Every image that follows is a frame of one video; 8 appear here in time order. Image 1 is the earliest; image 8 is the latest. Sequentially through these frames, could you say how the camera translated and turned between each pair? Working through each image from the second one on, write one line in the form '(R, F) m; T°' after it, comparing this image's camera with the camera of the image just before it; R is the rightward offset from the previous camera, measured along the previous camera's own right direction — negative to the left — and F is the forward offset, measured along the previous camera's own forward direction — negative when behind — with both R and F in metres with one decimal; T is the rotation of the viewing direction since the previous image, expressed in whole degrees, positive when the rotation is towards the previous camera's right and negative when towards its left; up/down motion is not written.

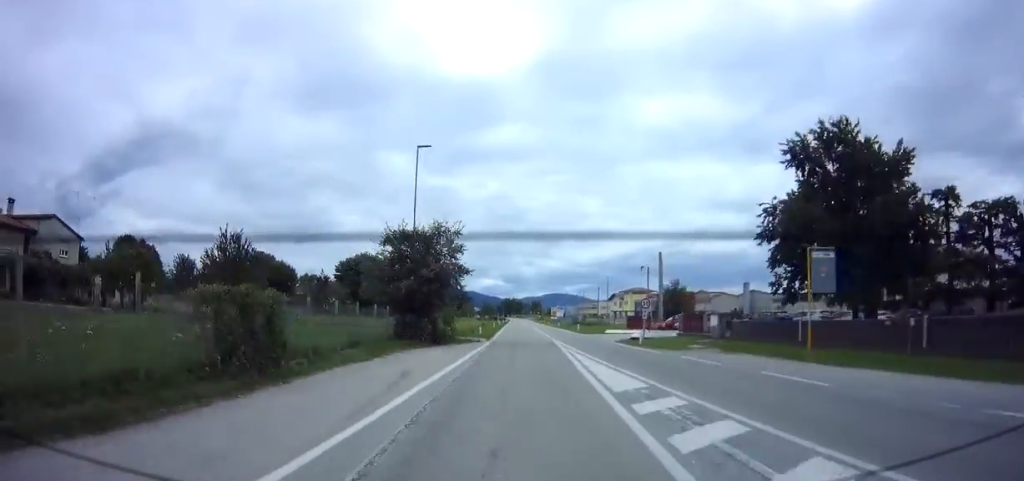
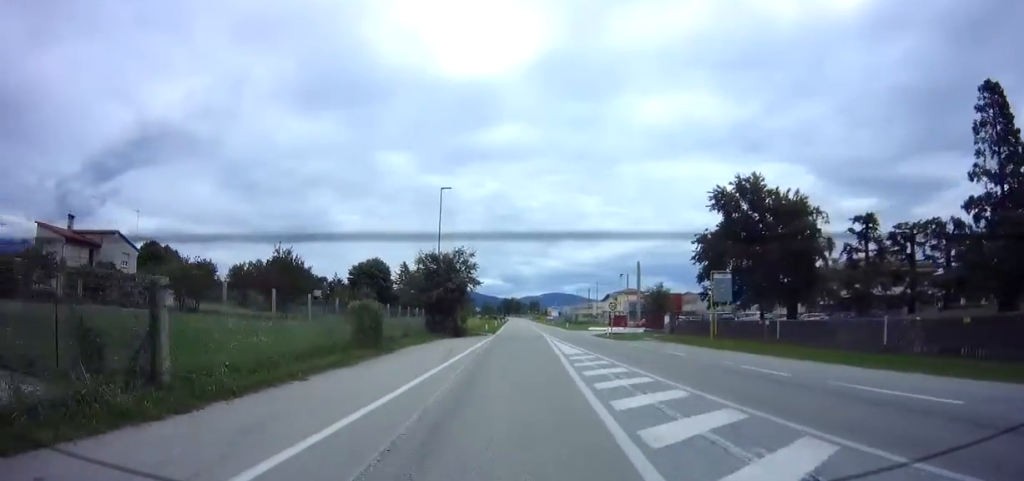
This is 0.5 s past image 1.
(0.0, +9.8) m; 0°
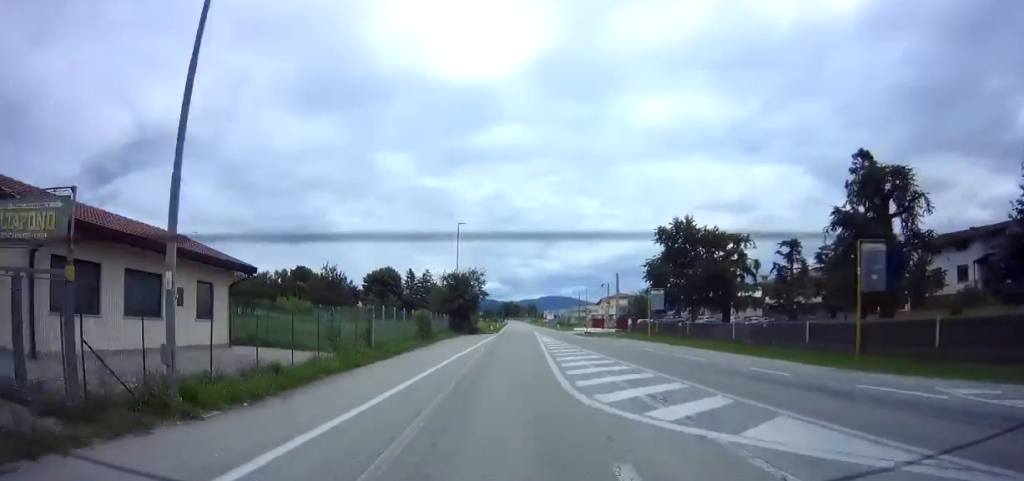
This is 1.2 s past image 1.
(-0.3, +13.1) m; 0°
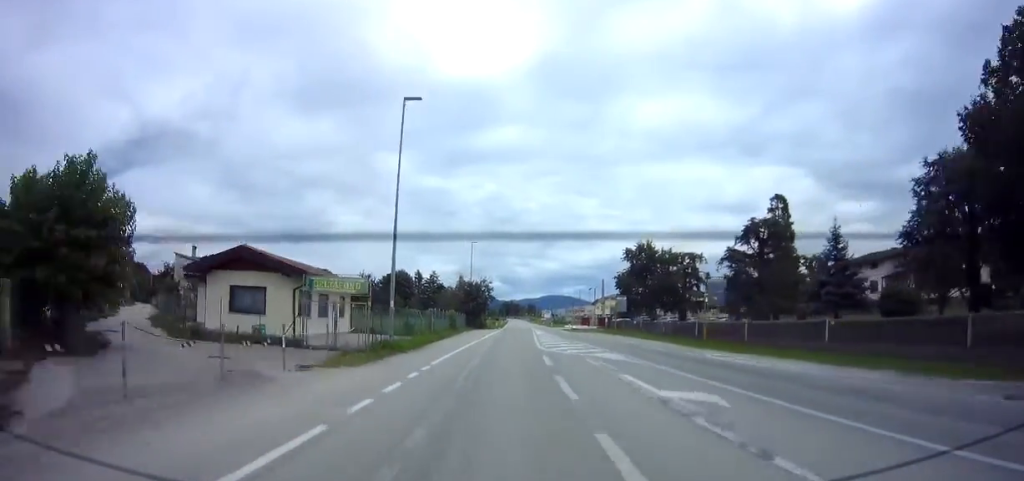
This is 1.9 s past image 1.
(+0.1, +14.4) m; +1°
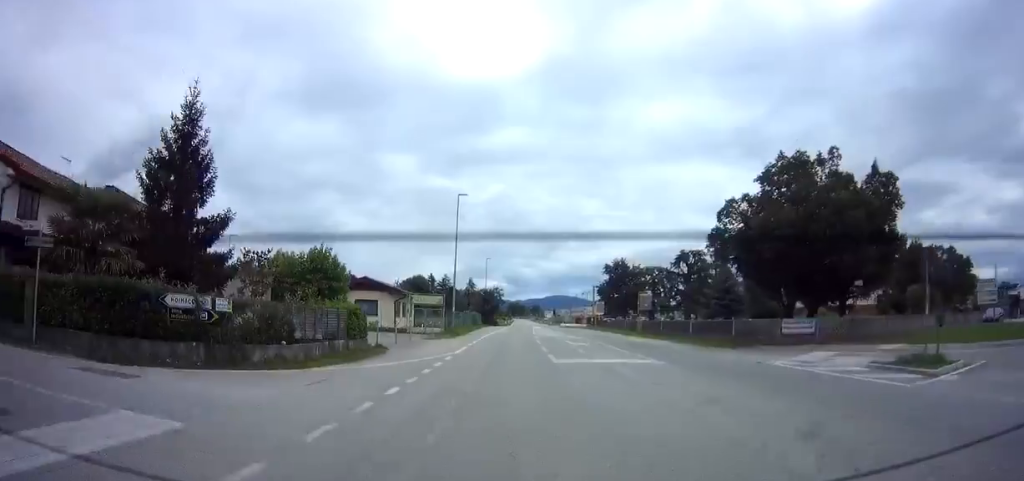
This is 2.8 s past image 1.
(+0.2, +18.4) m; 0°
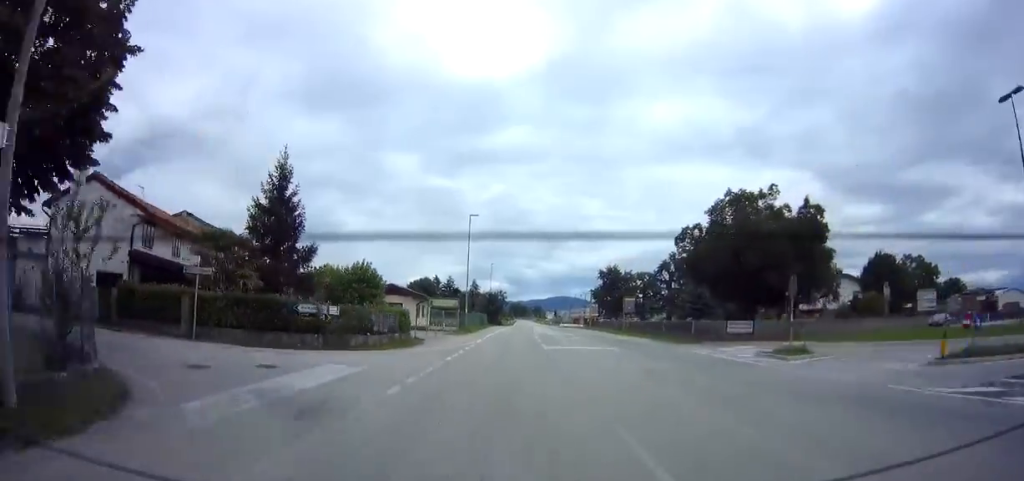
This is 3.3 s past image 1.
(+0.1, +8.5) m; -1°
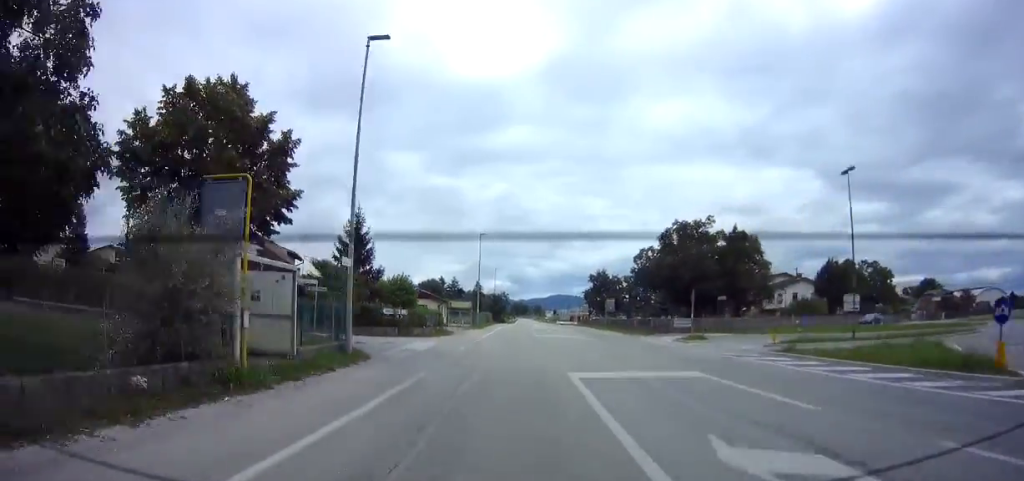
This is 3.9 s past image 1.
(-0.2, +12.5) m; 0°
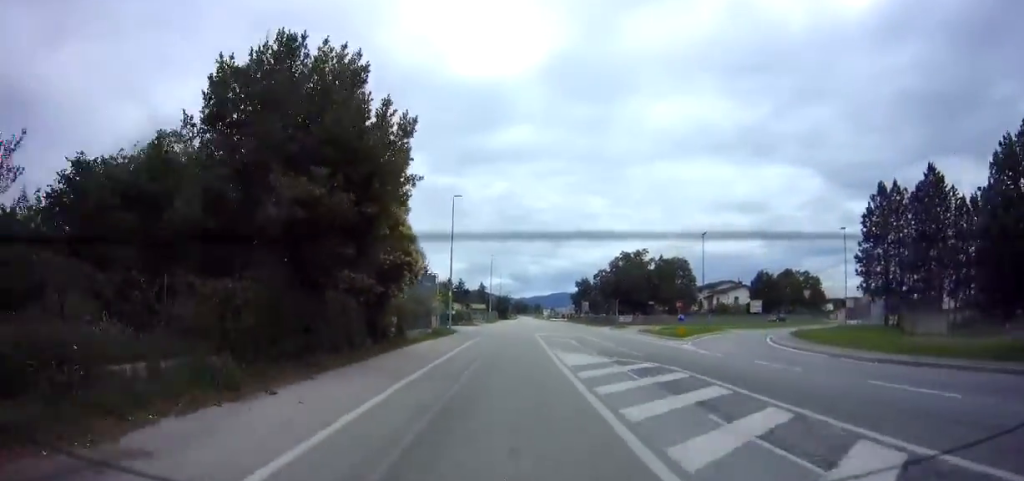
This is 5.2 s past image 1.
(+0.1, +25.1) m; 0°
